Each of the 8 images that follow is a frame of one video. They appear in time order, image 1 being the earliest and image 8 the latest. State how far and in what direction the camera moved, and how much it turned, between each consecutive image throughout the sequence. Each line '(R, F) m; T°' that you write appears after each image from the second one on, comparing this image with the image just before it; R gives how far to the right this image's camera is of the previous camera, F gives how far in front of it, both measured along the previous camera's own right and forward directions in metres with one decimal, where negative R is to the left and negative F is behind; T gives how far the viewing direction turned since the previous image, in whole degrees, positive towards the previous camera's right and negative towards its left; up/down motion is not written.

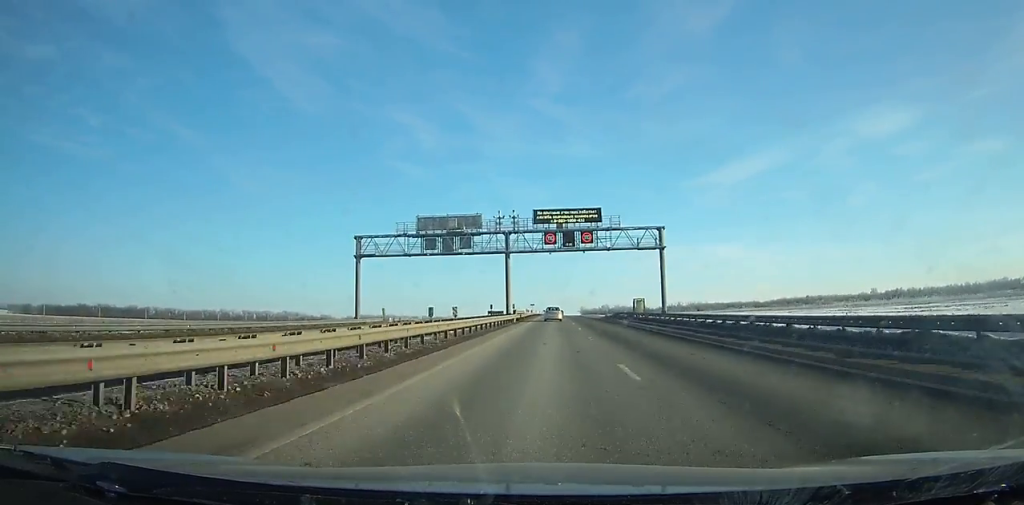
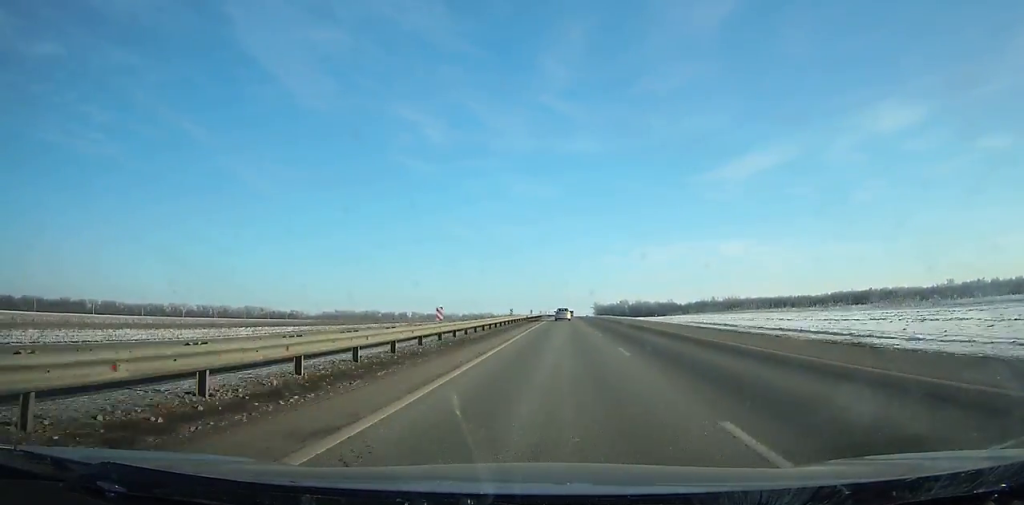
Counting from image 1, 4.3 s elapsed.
(-0.8, +124.0) m; 0°
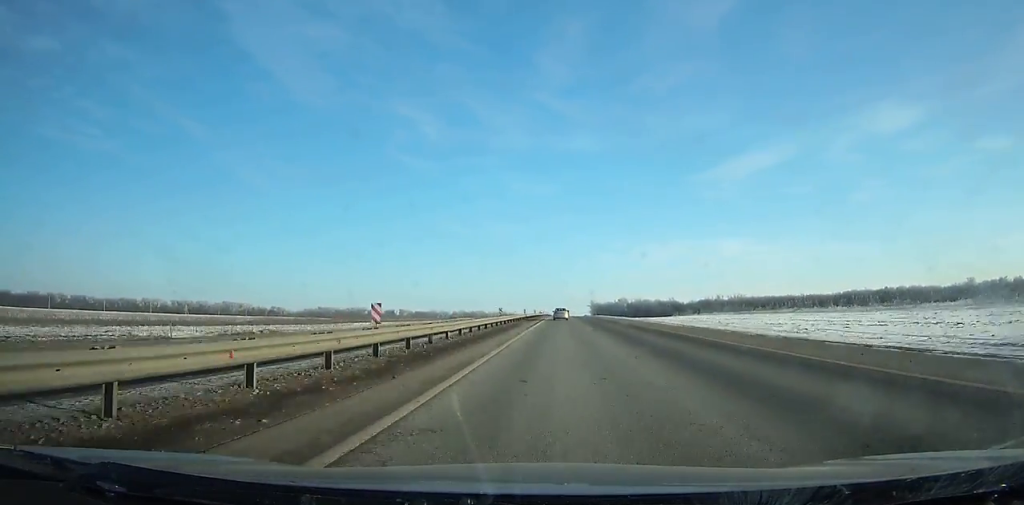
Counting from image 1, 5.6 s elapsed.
(+0.1, +37.6) m; 0°
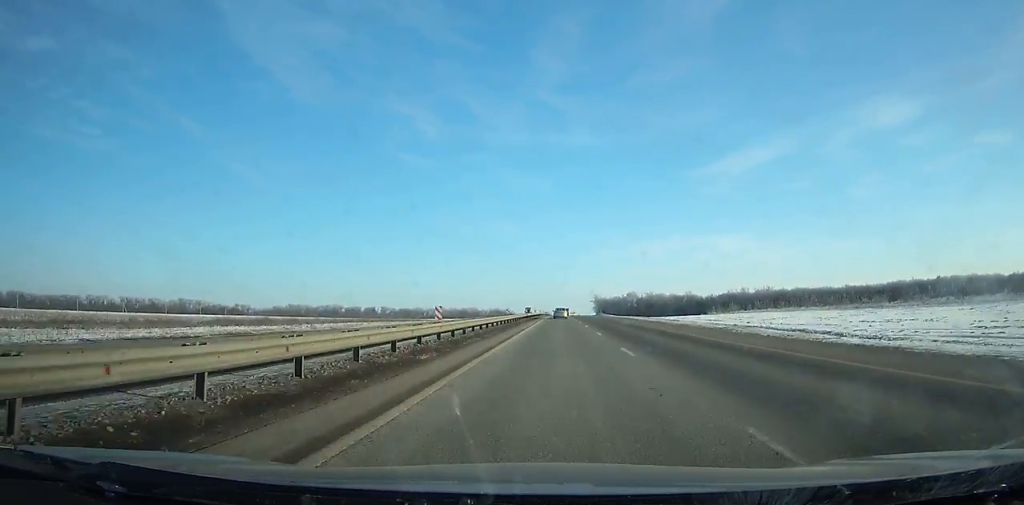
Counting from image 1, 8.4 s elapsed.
(+0.1, +81.3) m; 0°
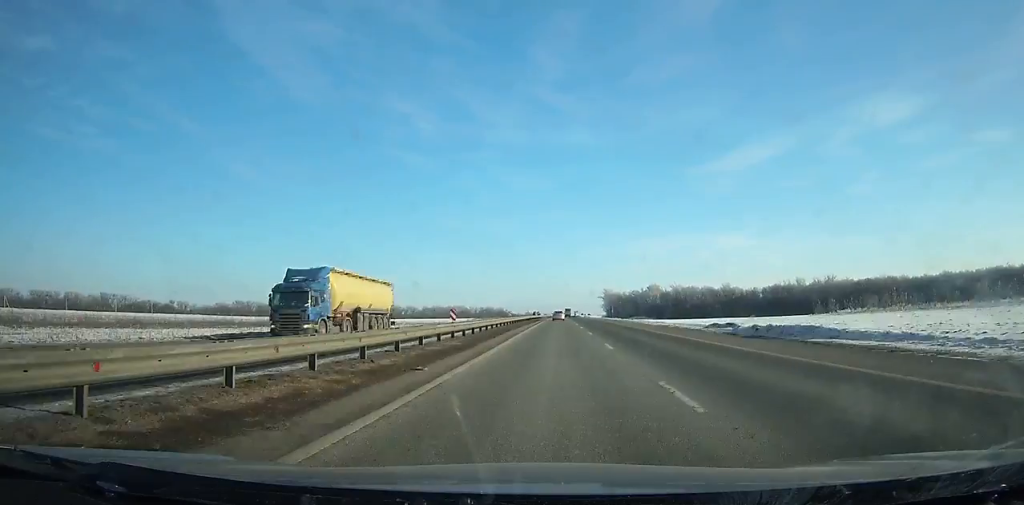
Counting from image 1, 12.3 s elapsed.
(-0.1, +114.6) m; 0°
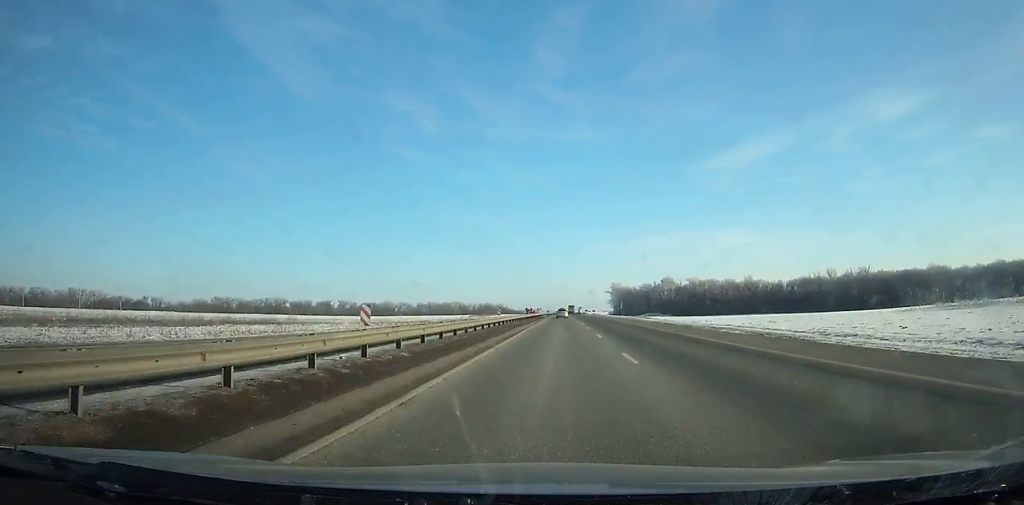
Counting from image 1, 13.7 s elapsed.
(0.0, +41.7) m; 0°
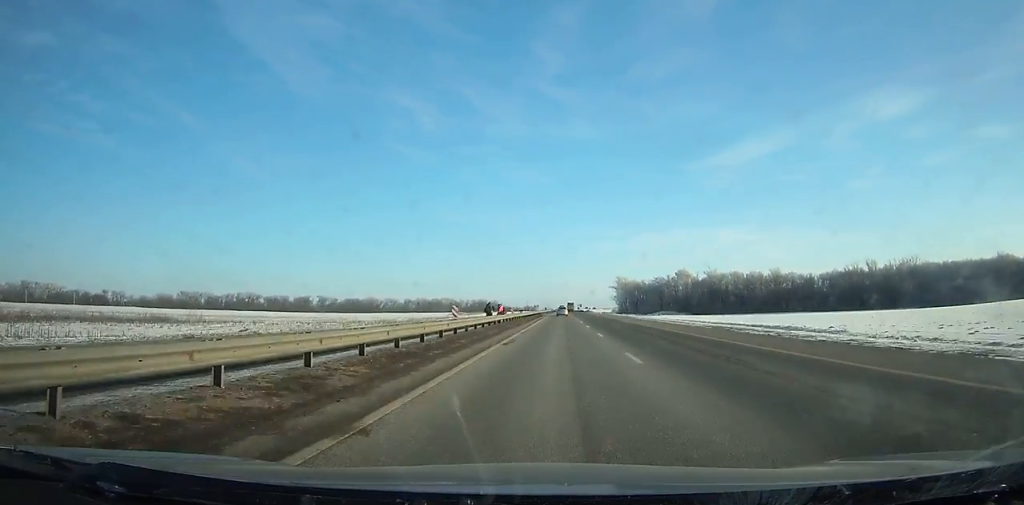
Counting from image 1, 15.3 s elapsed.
(-0.1, +48.0) m; 0°
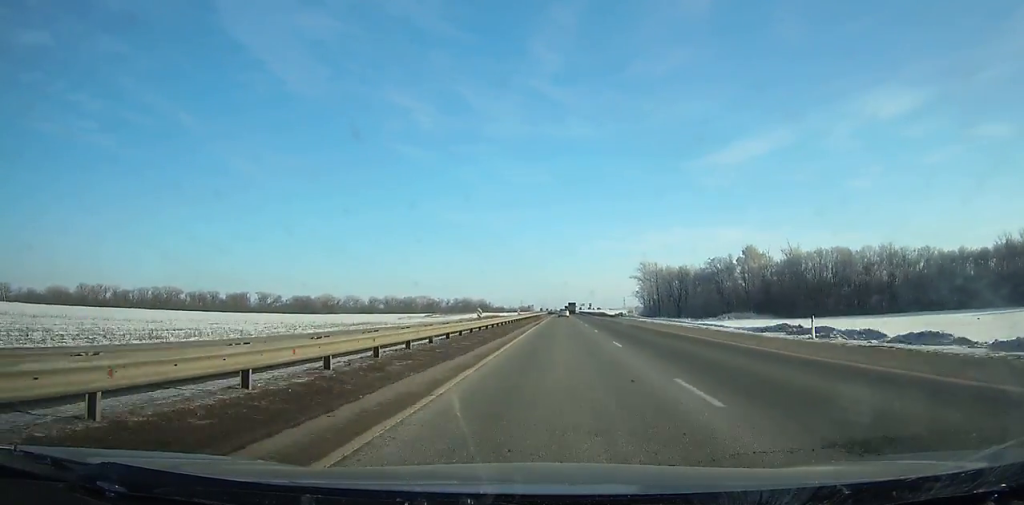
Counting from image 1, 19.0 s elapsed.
(+0.2, +112.5) m; 0°
